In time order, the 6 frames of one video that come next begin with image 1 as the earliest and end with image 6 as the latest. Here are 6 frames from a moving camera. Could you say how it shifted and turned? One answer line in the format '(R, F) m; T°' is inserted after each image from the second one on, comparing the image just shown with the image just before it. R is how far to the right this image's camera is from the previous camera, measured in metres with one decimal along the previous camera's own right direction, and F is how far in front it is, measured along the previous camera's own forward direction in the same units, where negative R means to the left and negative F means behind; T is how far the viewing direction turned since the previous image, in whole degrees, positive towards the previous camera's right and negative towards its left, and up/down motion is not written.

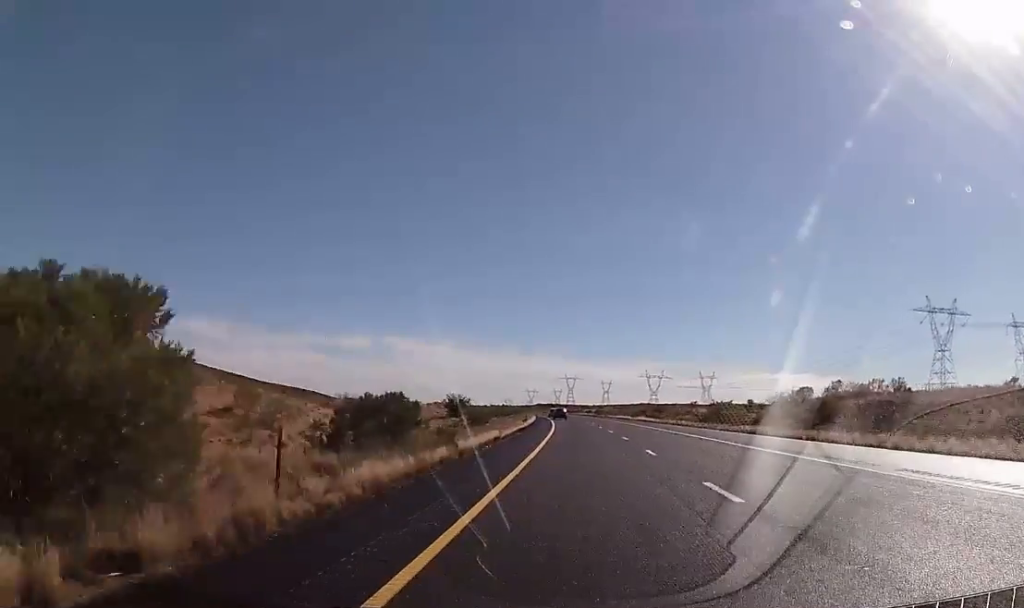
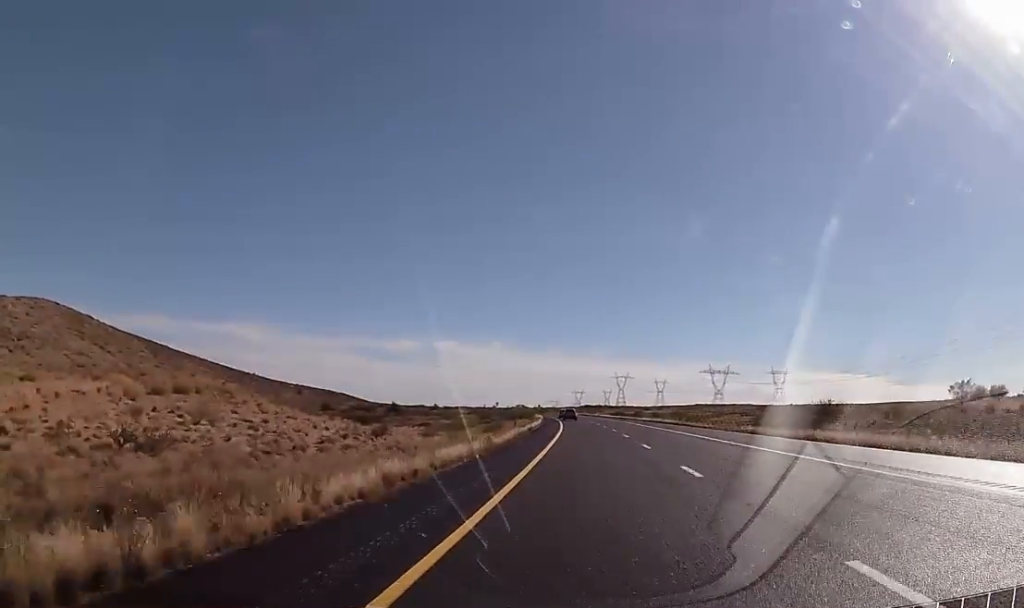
(-1.6, +92.7) m; -3°
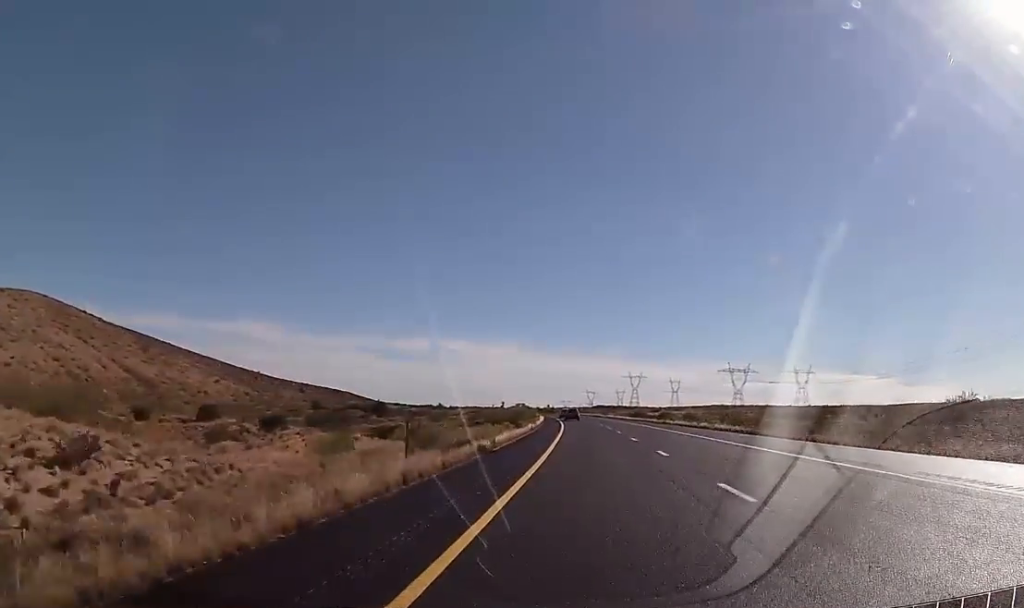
(-0.7, +28.9) m; -1°
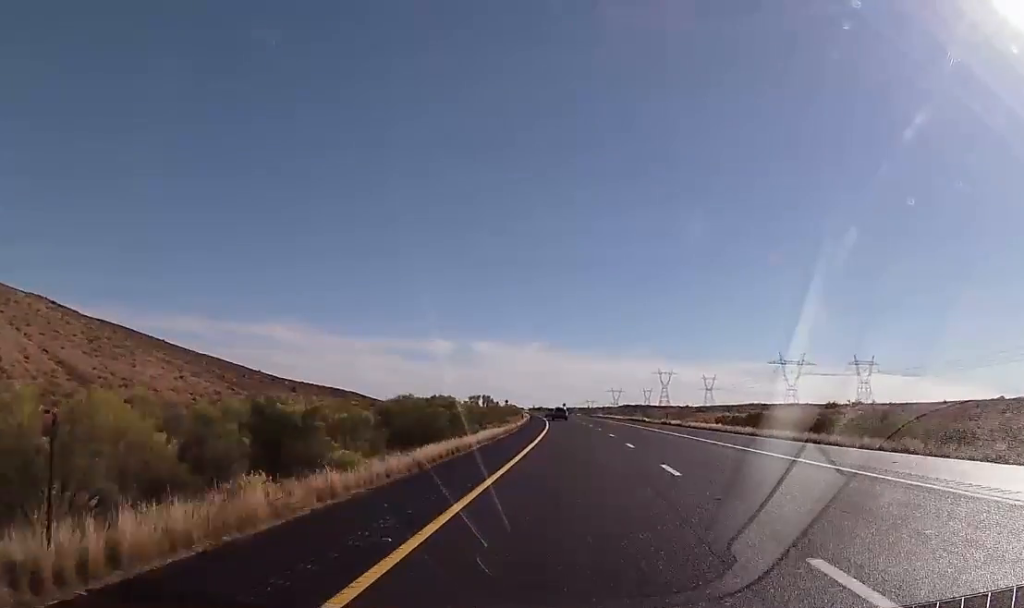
(-2.1, +81.9) m; -2°
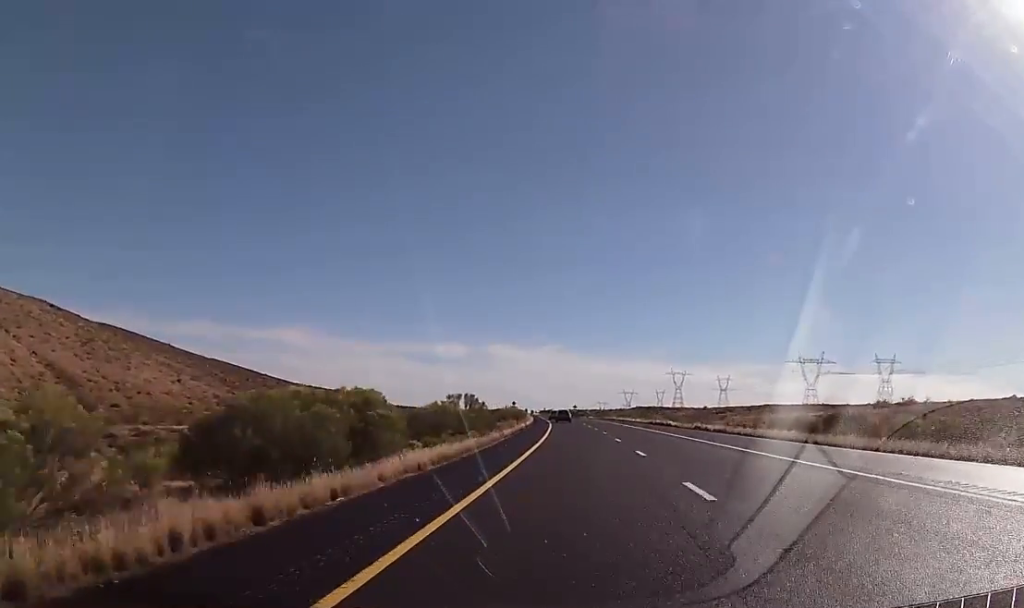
(+0.2, +16.4) m; 0°
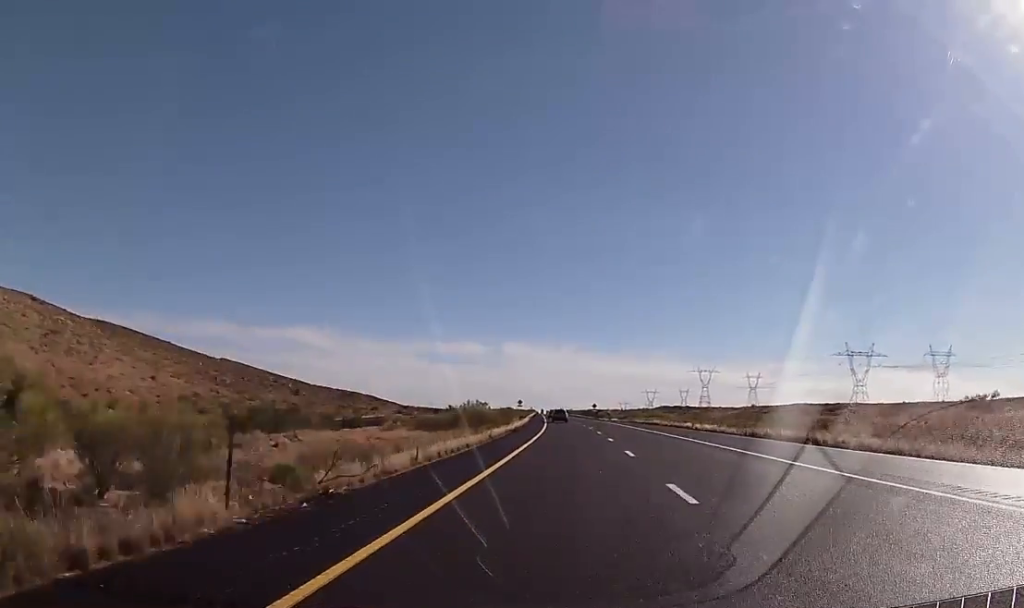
(-0.5, +49.1) m; -2°
